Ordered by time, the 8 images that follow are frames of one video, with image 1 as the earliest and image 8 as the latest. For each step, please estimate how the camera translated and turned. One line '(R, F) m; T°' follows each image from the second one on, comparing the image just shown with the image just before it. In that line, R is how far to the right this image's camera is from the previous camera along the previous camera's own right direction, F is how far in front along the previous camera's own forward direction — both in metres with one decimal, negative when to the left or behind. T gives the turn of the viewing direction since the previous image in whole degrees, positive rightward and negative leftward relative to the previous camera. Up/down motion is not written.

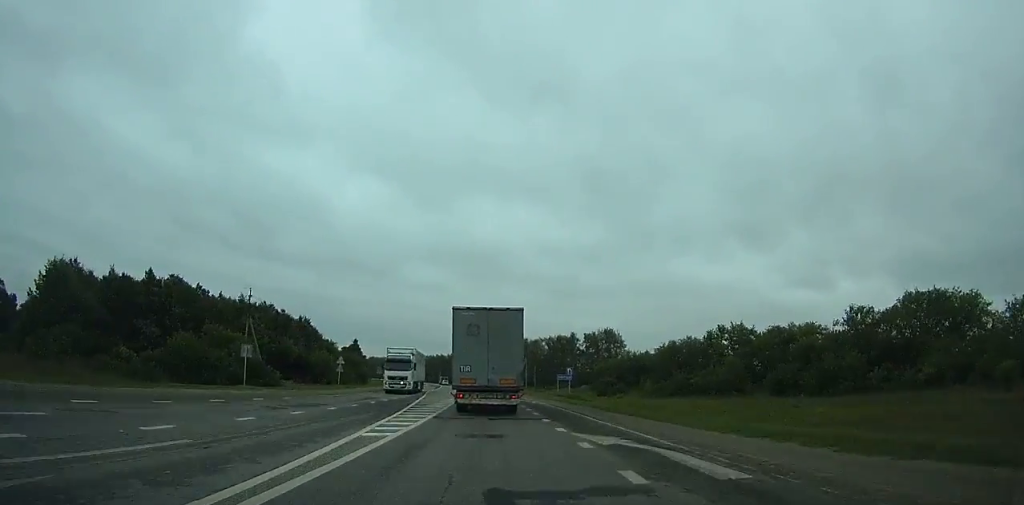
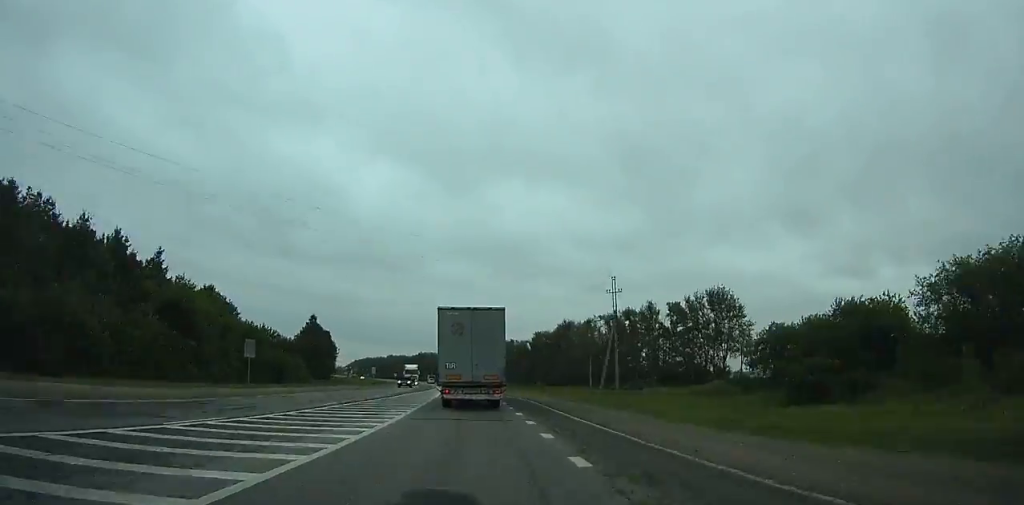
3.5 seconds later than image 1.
(-1.9, +70.0) m; -4°
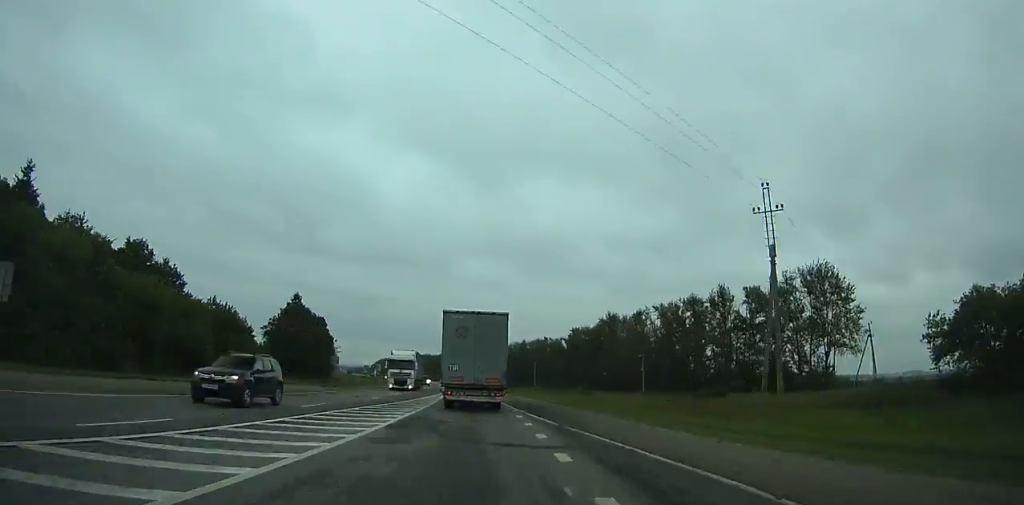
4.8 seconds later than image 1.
(+0.2, +26.0) m; -2°
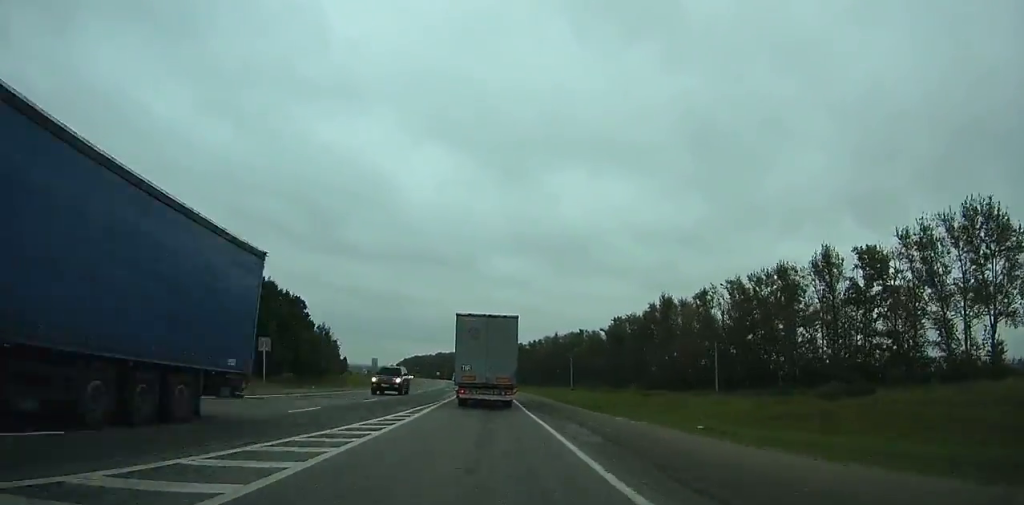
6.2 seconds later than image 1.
(-1.1, +28.1) m; -2°
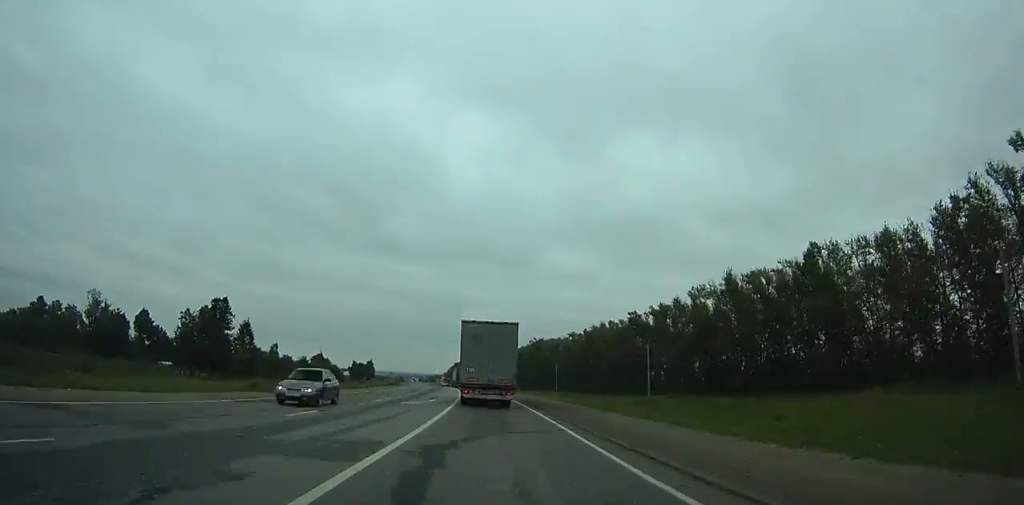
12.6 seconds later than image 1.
(-8.7, +128.6) m; -7°
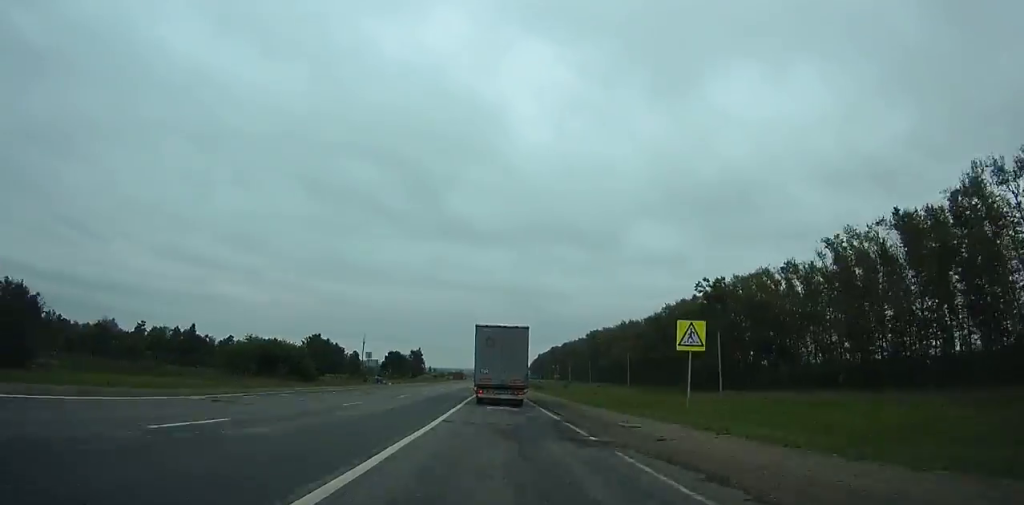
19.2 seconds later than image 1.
(-9.1, +132.6) m; -8°
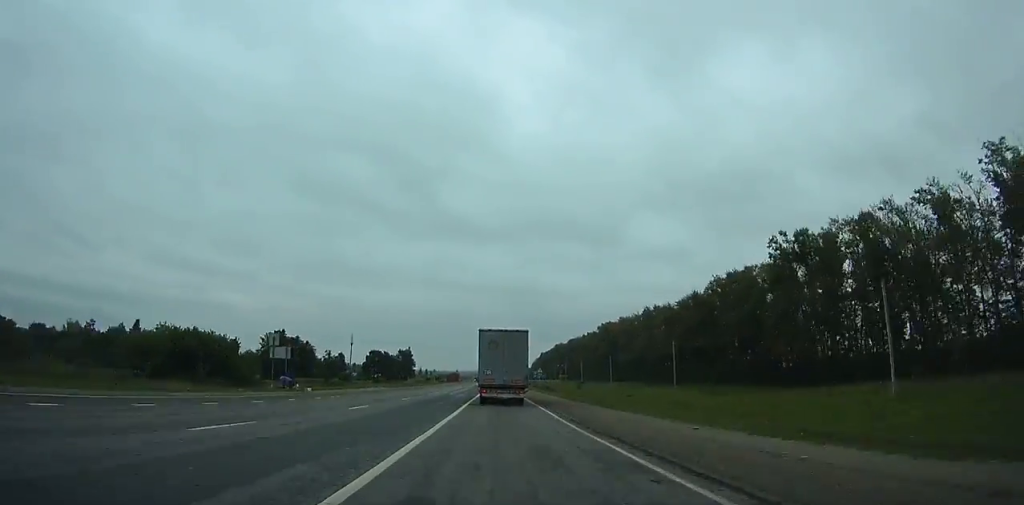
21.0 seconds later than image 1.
(-0.7, +36.2) m; -1°
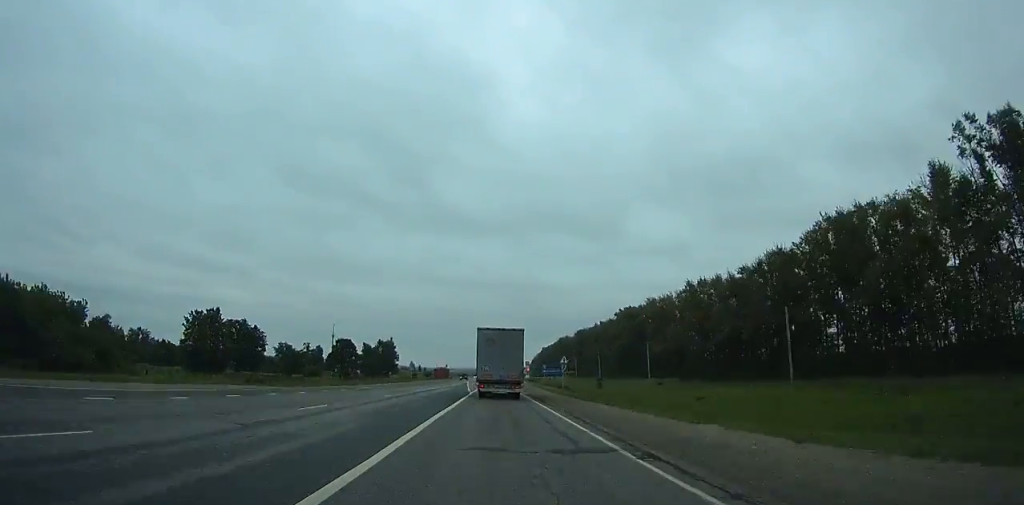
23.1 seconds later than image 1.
(-0.5, +42.1) m; 0°
